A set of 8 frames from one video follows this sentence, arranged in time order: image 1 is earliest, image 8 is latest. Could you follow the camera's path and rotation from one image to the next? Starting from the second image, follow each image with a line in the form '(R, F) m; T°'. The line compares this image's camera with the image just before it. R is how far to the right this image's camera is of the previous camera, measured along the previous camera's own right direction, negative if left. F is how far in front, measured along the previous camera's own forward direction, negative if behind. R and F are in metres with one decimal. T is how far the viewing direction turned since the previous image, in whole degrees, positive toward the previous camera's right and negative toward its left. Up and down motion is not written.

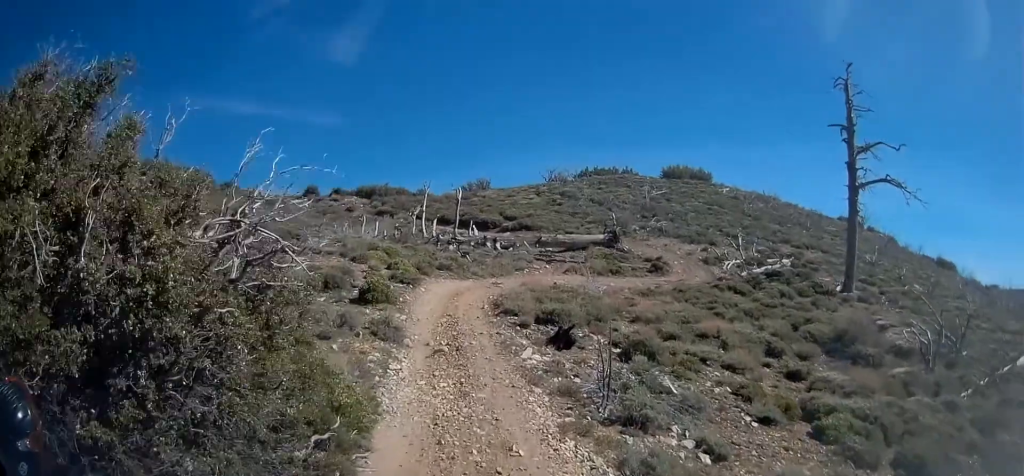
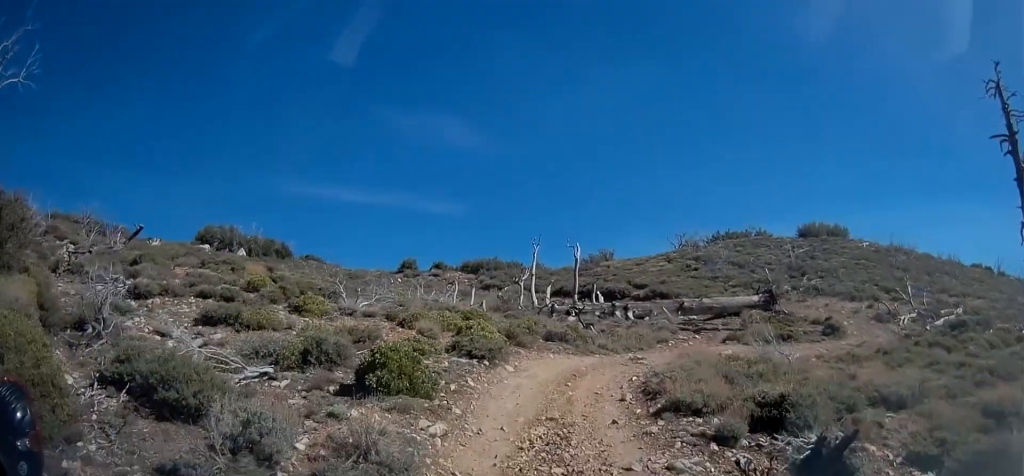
(-0.5, +8.8) m; -7°
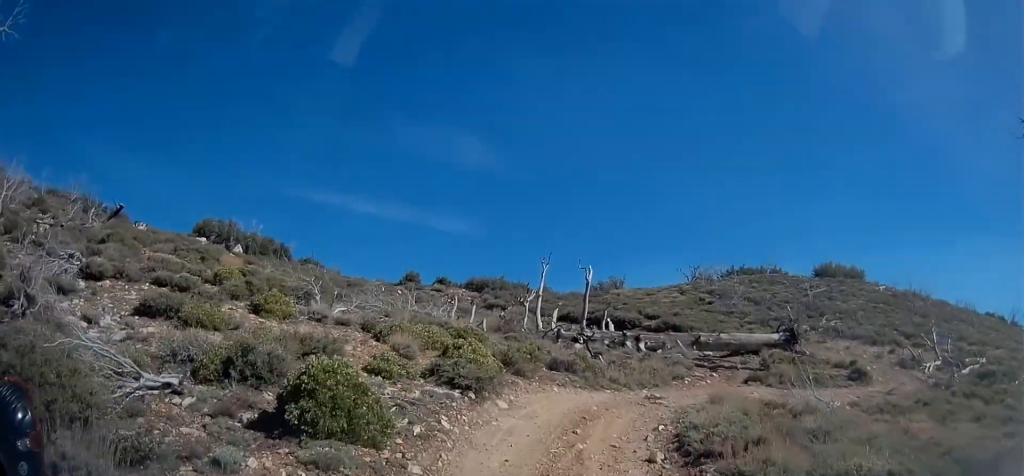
(-0.1, +2.7) m; -2°
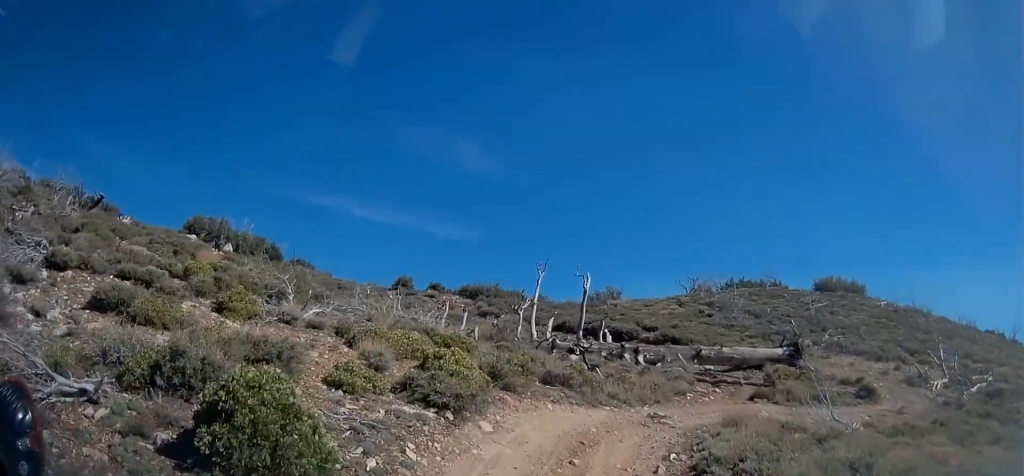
(0.0, +1.5) m; -1°
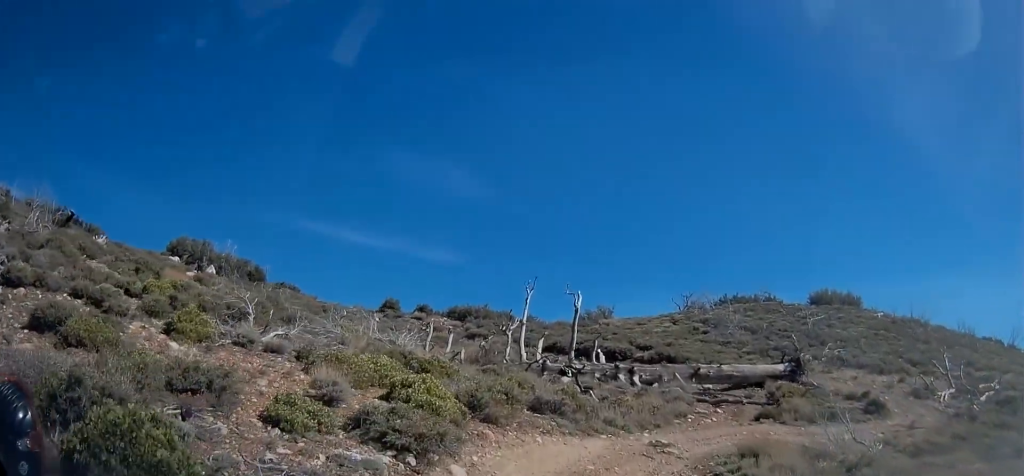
(0.0, +1.8) m; 0°
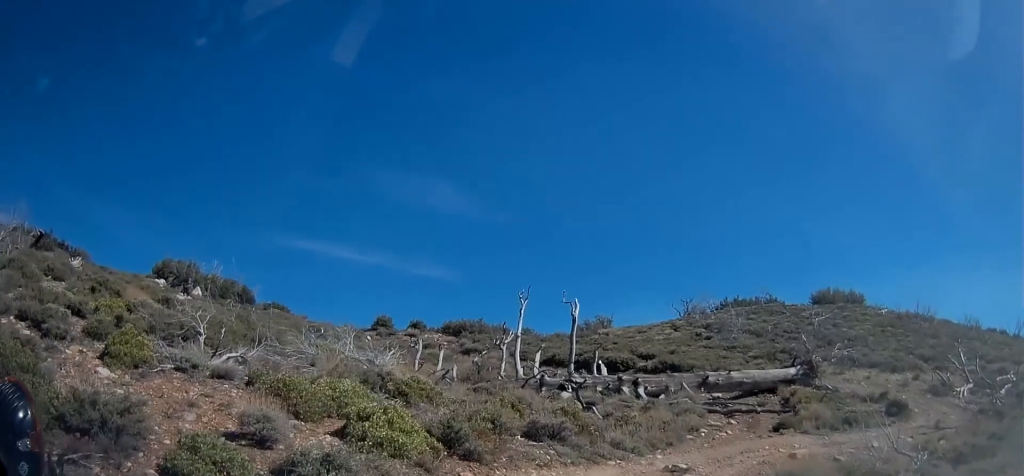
(0.0, +2.2) m; +2°
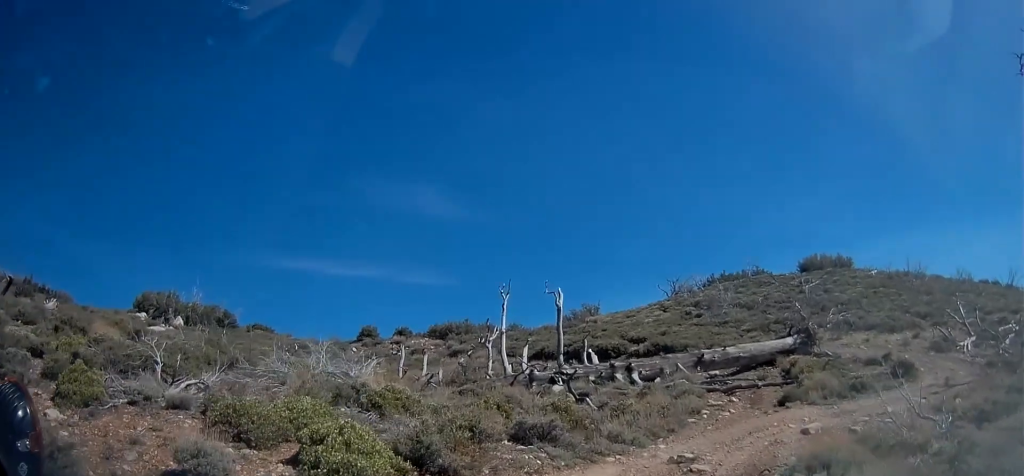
(0.0, +1.2) m; +1°
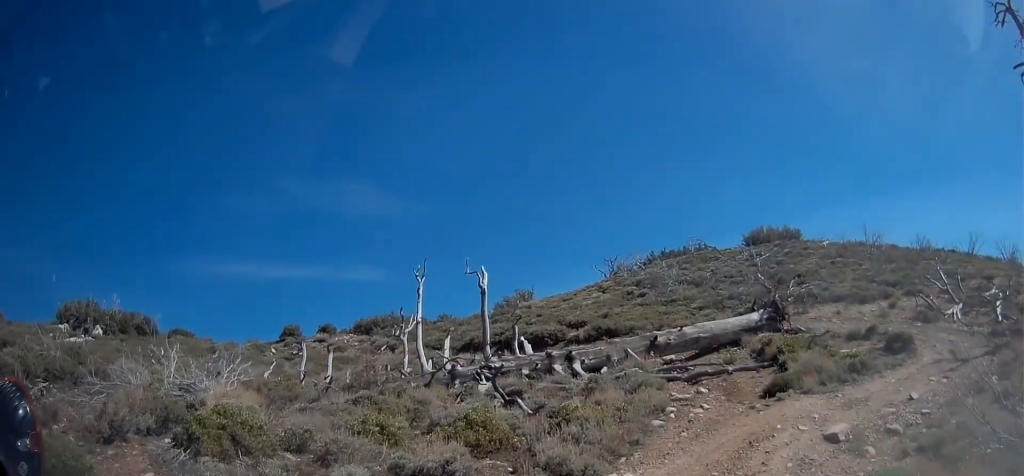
(+0.2, +4.2) m; +7°
